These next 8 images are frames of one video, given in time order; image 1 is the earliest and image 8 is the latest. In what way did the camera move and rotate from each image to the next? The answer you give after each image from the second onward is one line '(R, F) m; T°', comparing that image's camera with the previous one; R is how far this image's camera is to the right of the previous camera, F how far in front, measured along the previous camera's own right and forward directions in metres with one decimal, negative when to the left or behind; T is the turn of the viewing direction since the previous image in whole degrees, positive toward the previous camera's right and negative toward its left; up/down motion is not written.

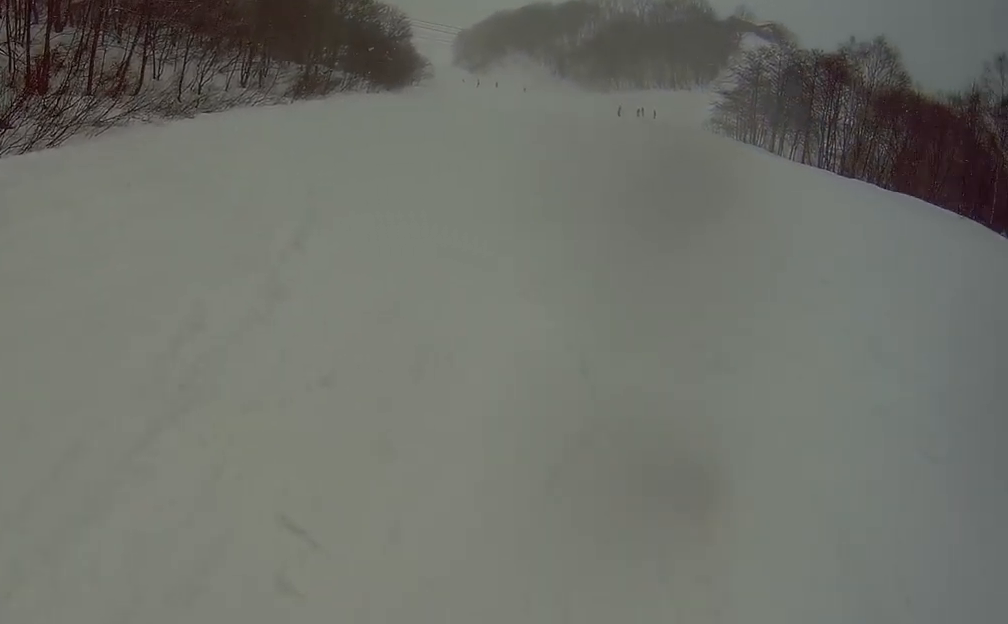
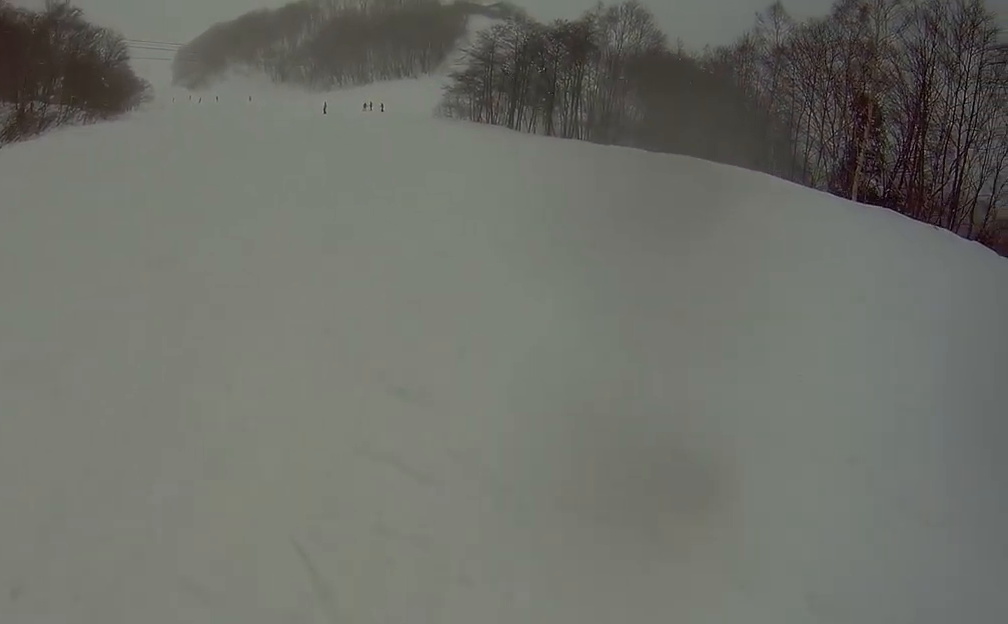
(+0.6, +2.3) m; +40°
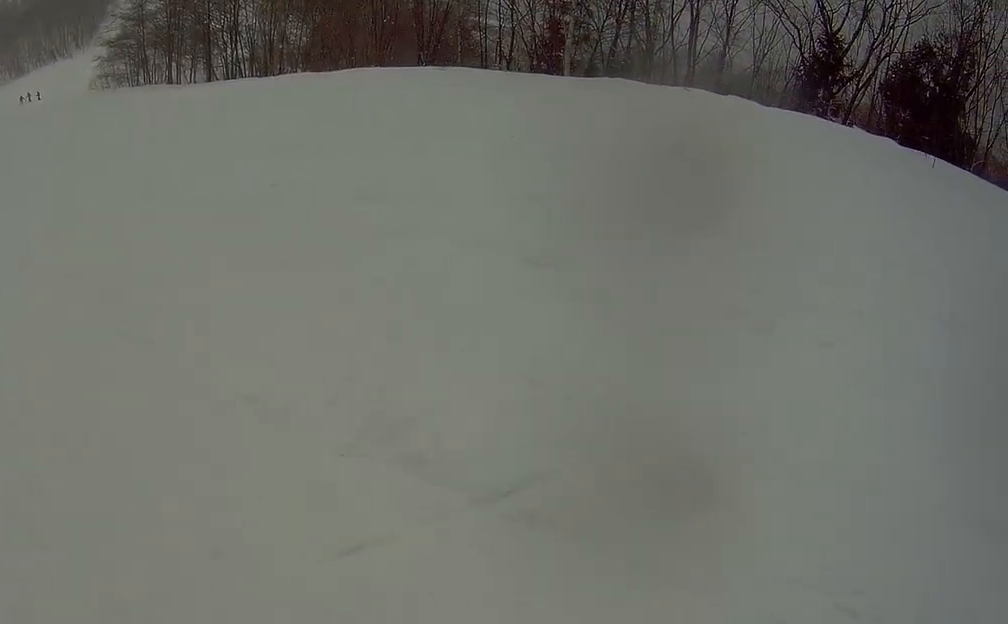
(+1.1, +3.0) m; +34°
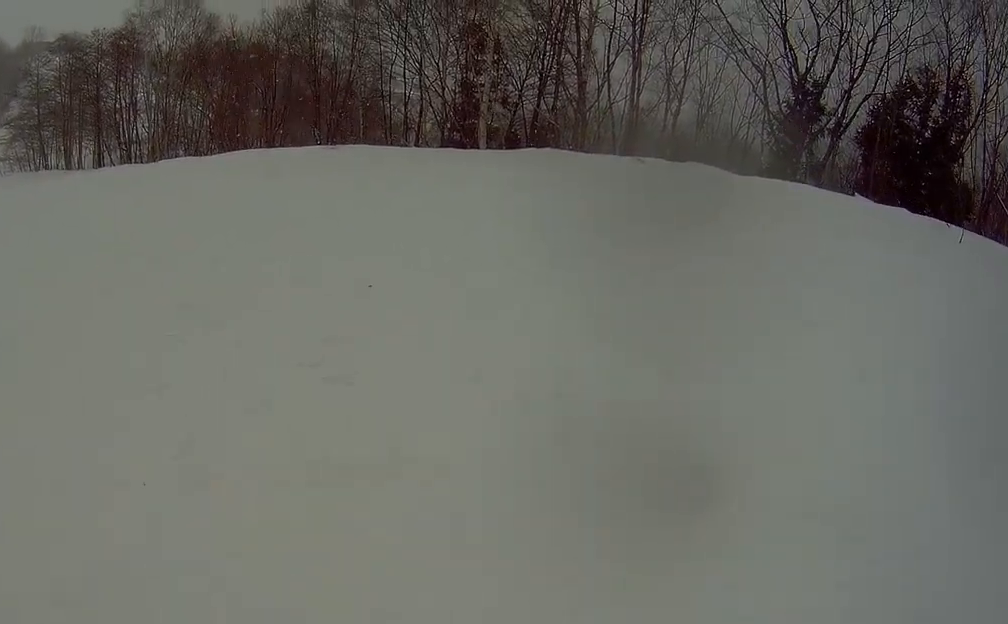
(+0.9, +5.2) m; +1°
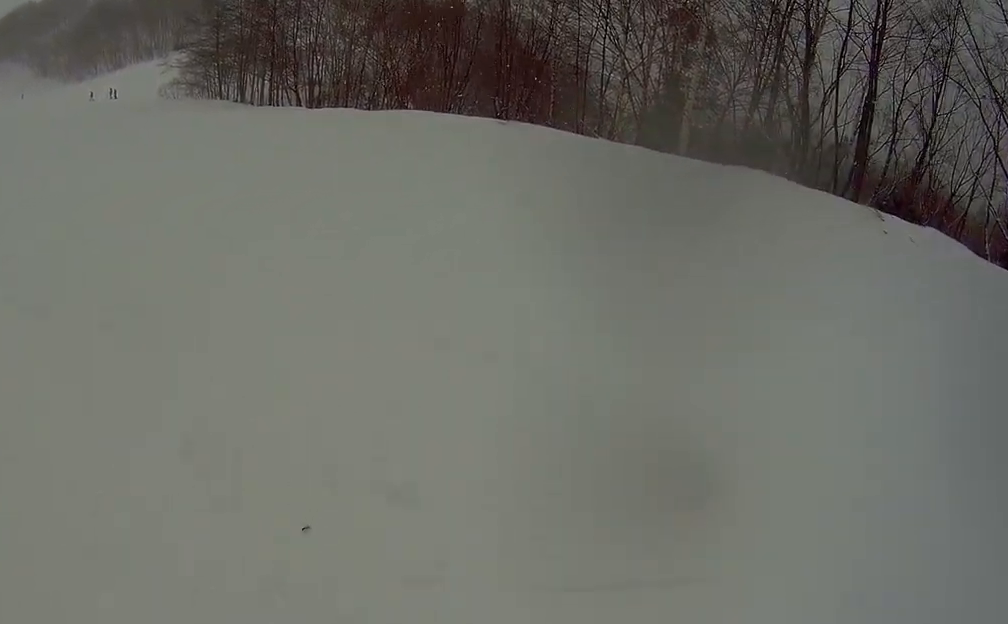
(-0.6, +4.6) m; -13°
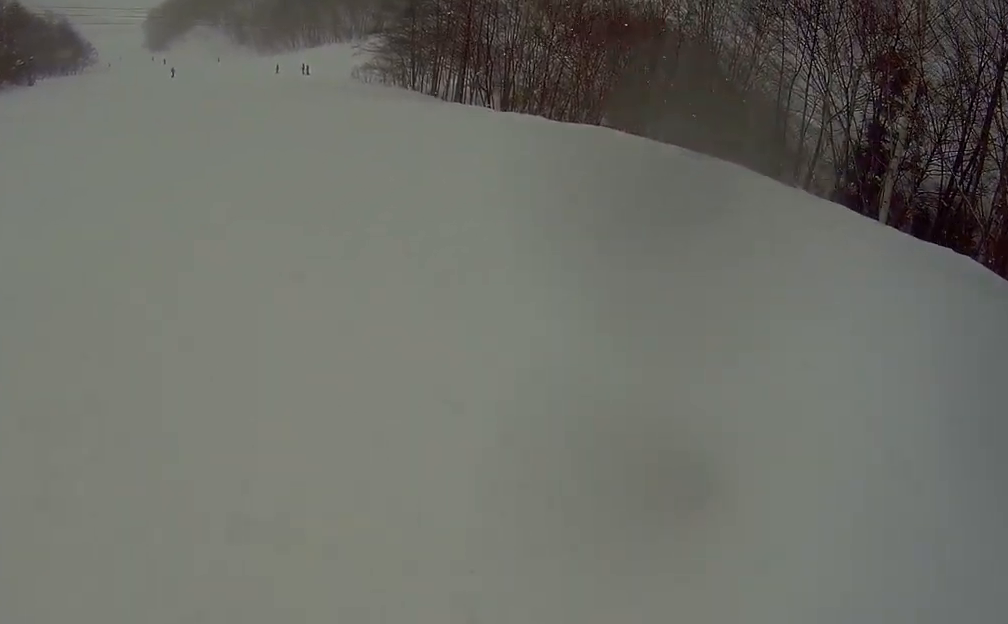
(-0.1, +2.2) m; -5°
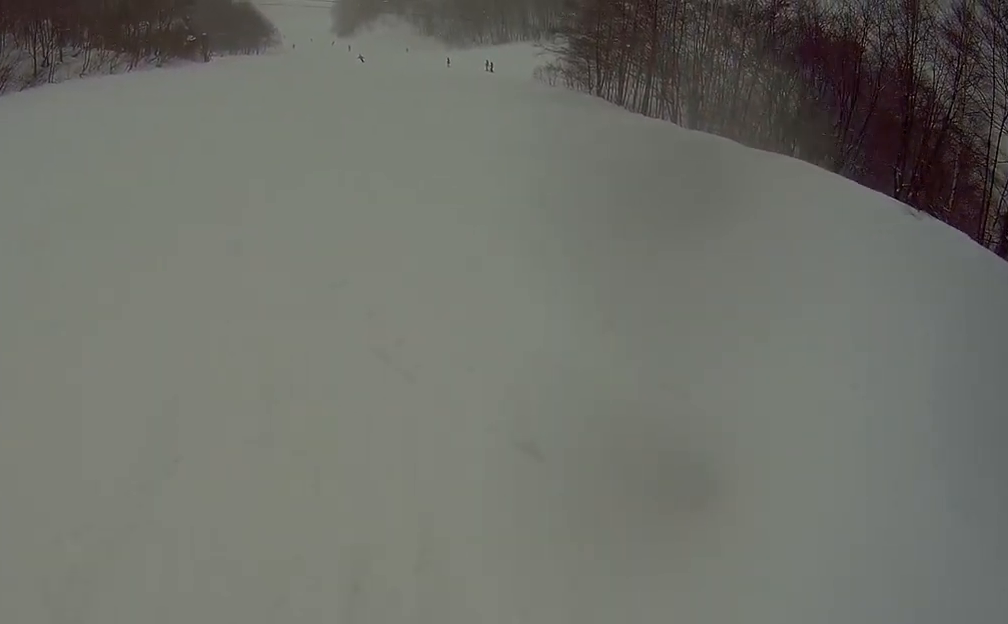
(-0.2, +3.7) m; -8°
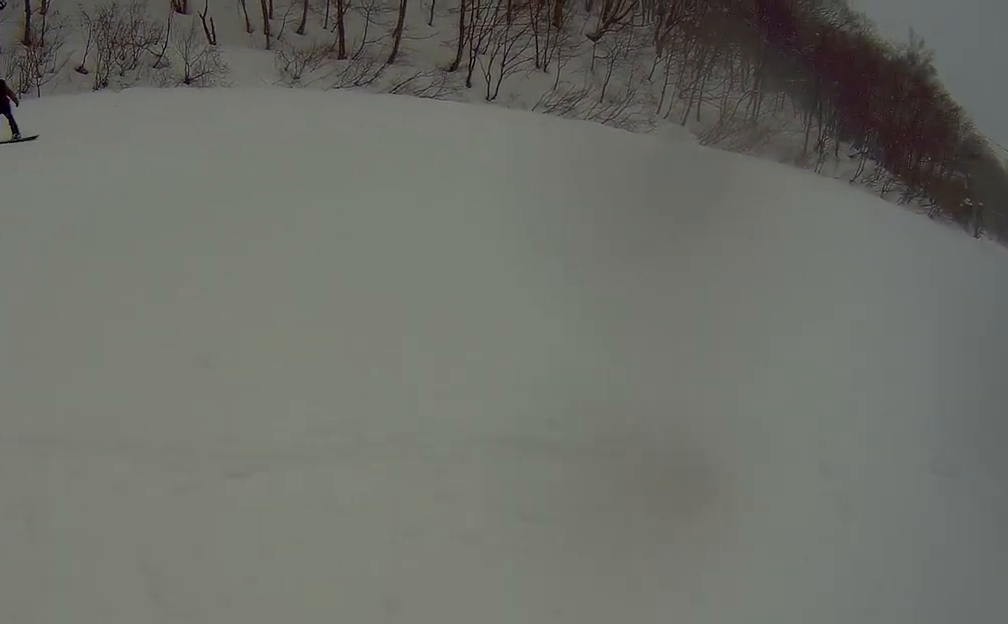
(-2.0, +7.6) m; -34°
